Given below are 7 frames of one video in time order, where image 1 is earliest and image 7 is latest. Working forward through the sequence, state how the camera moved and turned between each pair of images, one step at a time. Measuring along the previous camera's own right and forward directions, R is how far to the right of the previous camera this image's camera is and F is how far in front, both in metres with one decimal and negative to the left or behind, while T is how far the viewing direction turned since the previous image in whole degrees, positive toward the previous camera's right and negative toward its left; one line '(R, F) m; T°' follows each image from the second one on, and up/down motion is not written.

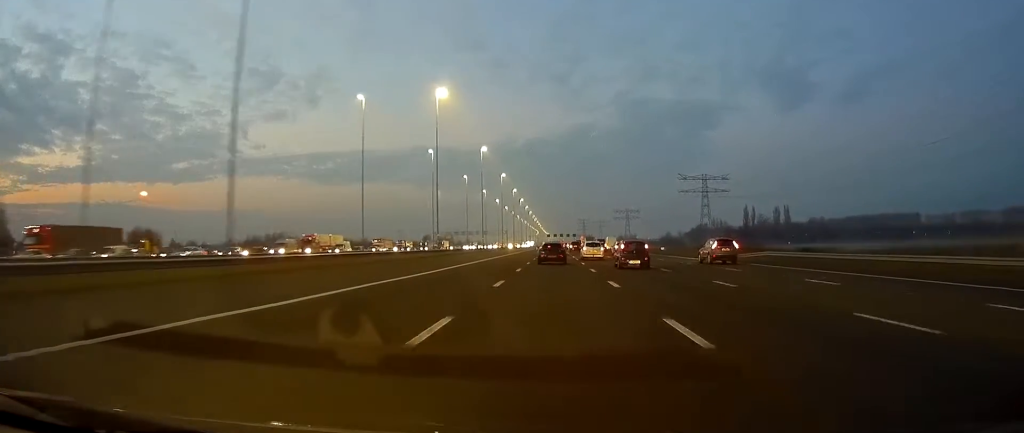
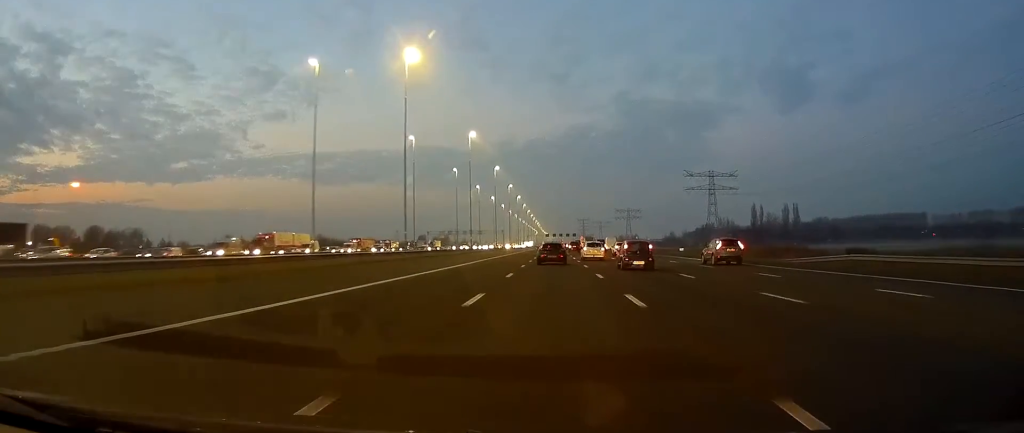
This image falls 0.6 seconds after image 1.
(0.0, +17.6) m; 0°
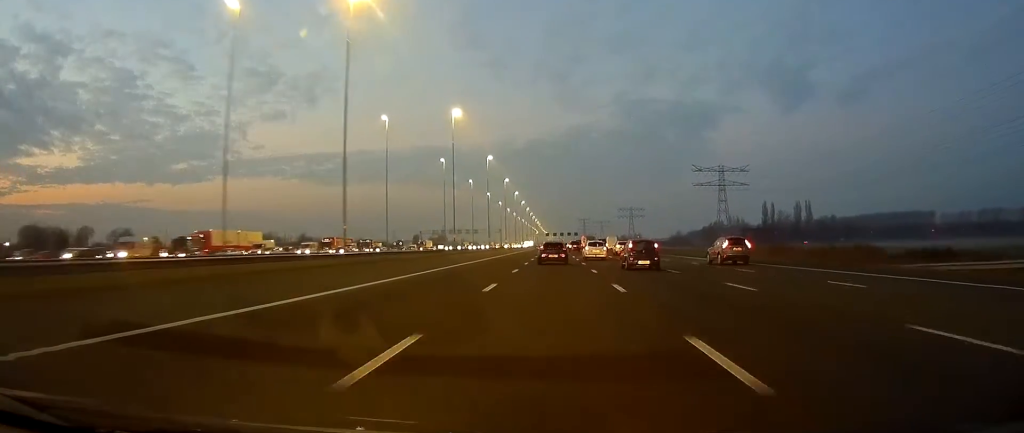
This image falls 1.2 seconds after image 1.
(0.0, +18.7) m; 0°
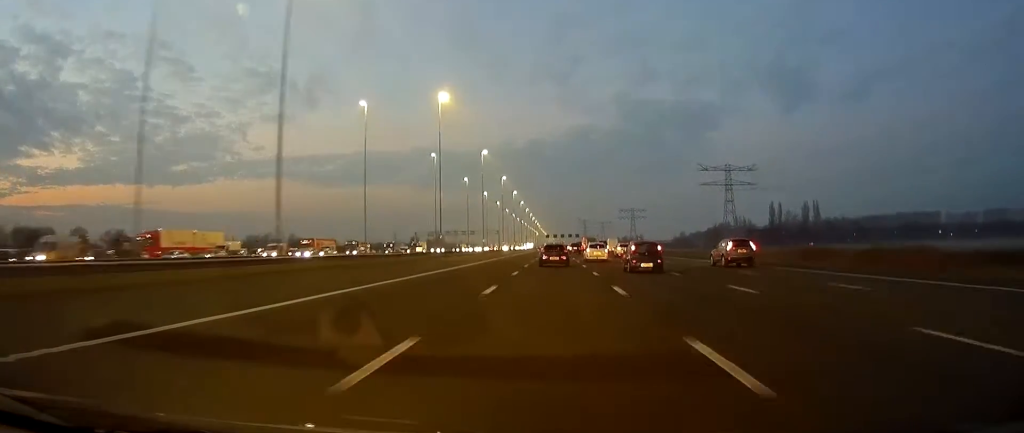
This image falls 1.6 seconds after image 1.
(0.0, +11.7) m; 0°
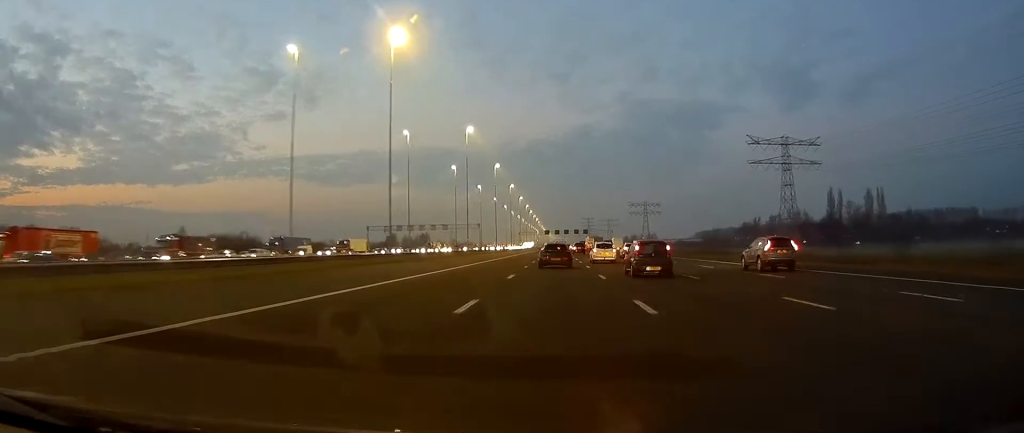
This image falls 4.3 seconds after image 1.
(-0.2, +77.4) m; 0°
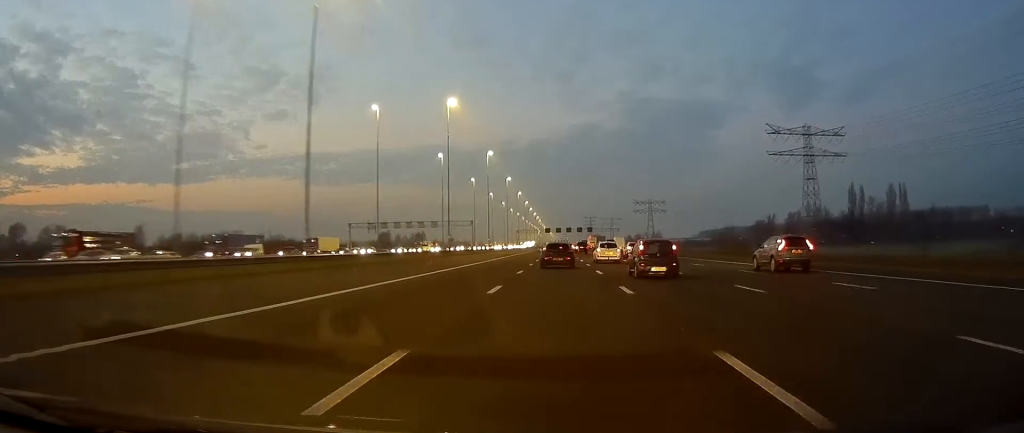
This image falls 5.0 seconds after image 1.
(0.0, +21.0) m; 0°
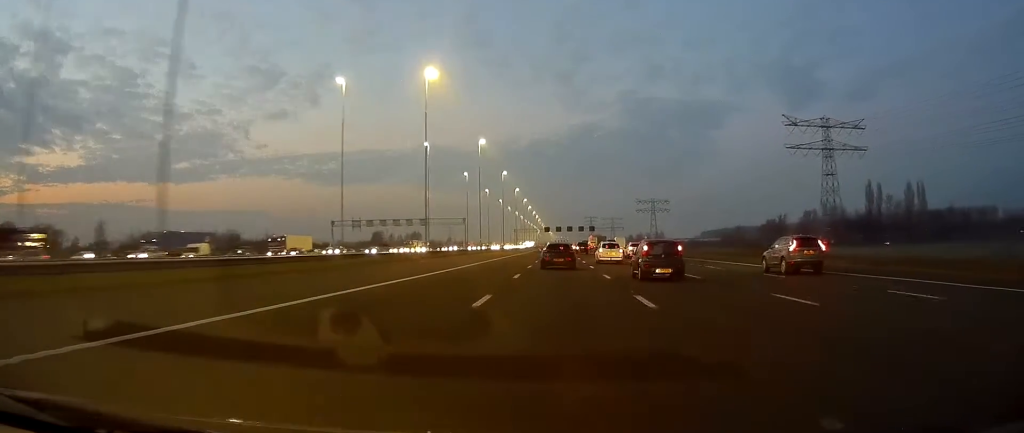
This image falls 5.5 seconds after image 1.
(0.0, +15.1) m; 0°
